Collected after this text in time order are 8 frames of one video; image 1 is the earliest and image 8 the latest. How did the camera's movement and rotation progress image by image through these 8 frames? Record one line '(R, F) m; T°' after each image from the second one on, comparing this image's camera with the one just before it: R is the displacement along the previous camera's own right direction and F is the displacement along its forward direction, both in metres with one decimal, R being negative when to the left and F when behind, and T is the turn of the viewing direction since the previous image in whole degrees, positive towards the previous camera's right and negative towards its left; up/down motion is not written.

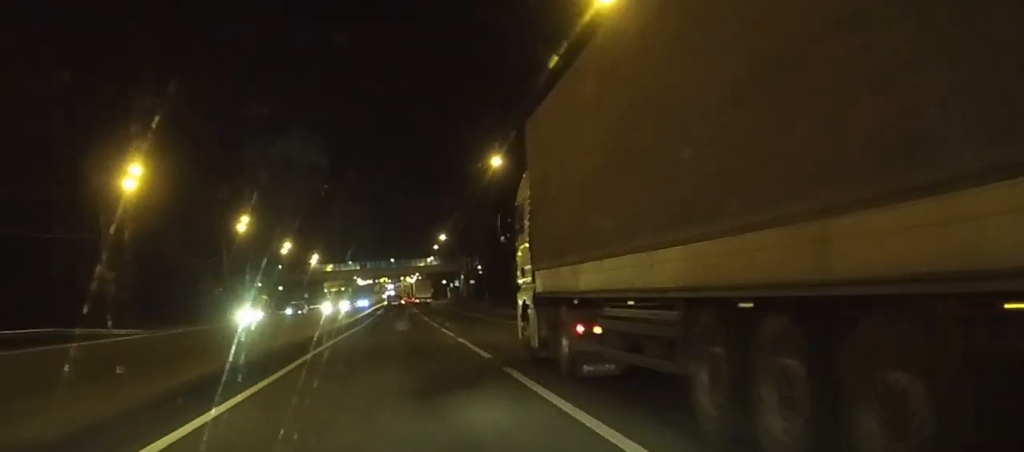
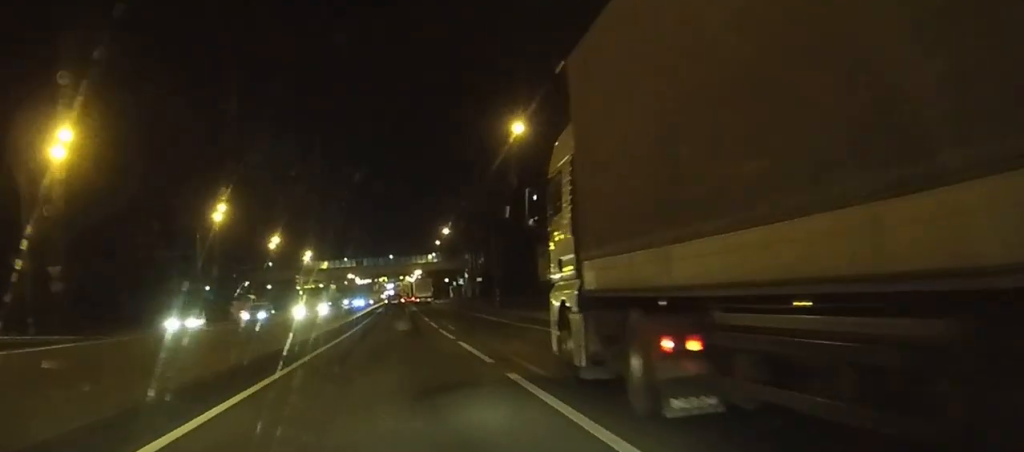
(0.0, +12.6) m; 0°
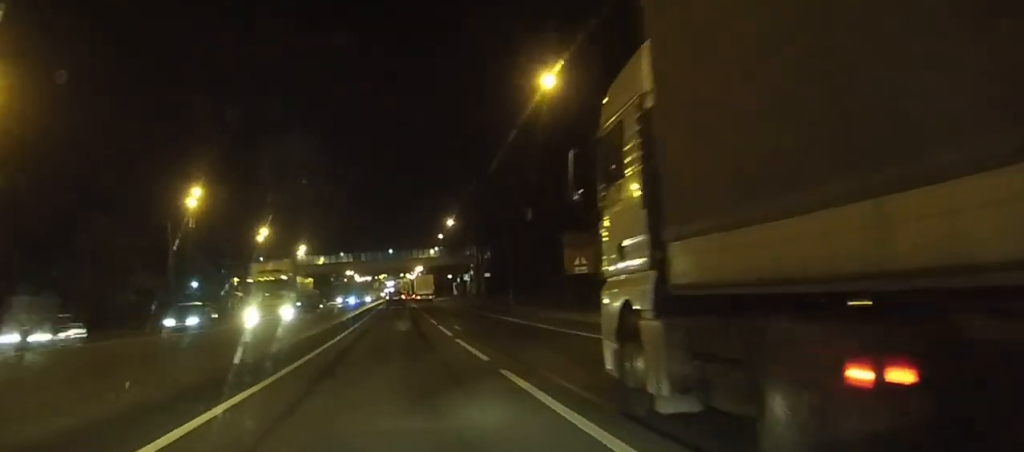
(0.0, +11.0) m; 0°
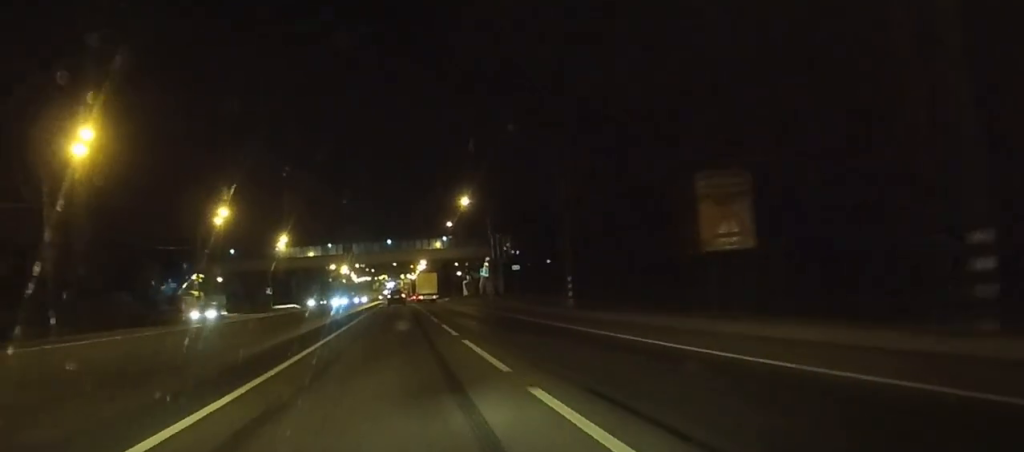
(0.0, +27.1) m; 0°
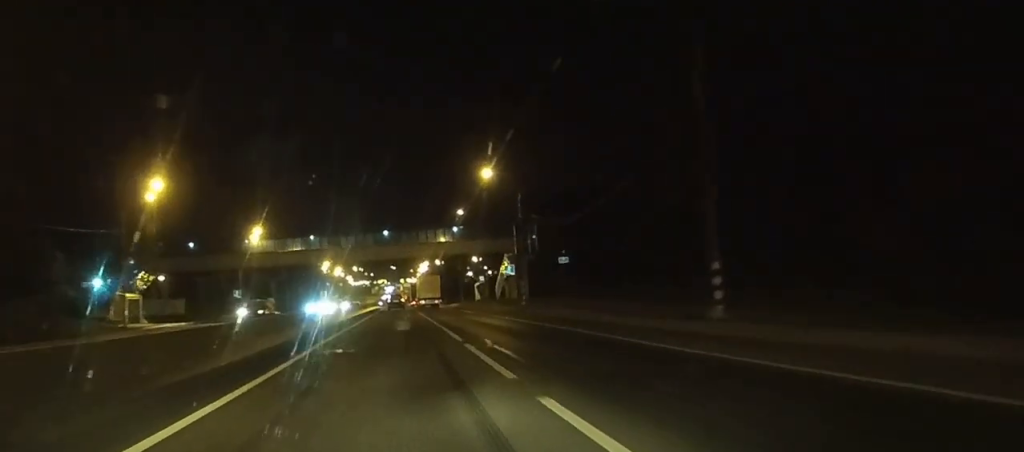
(0.0, +24.4) m; 0°
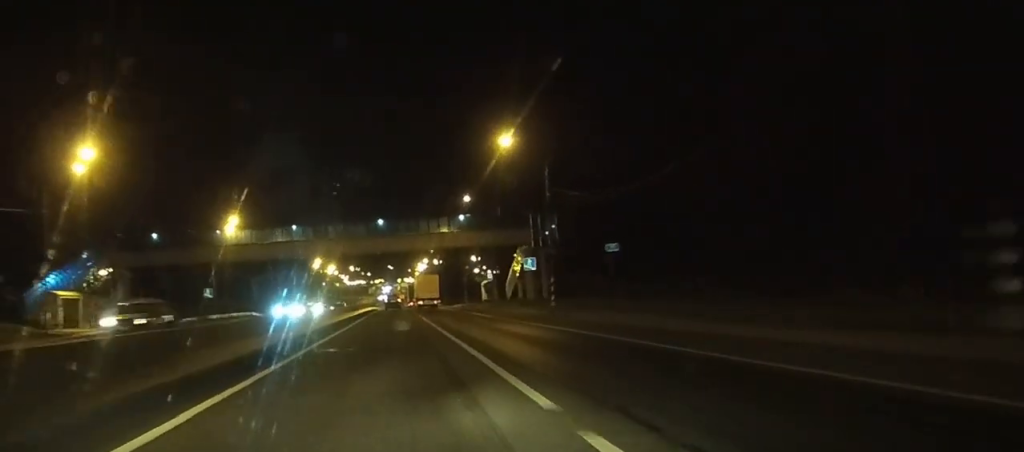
(0.0, +14.4) m; 0°
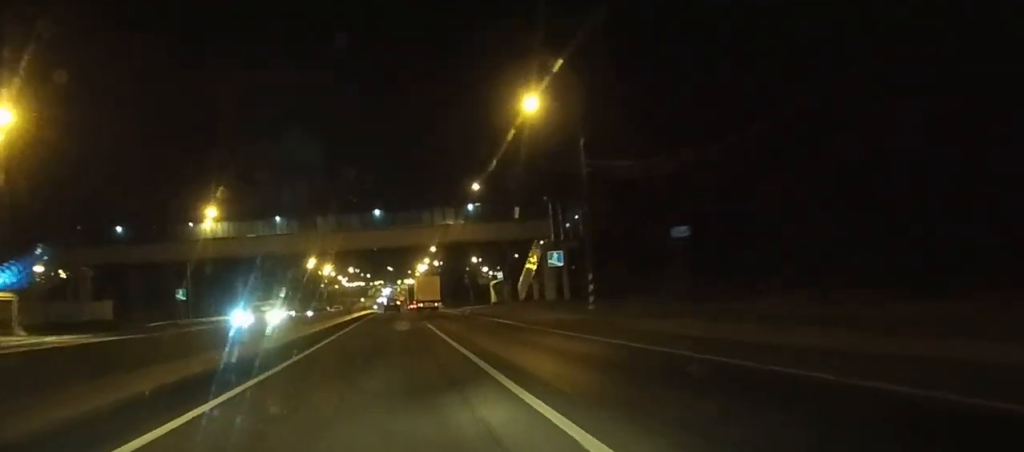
(0.0, +11.2) m; 0°
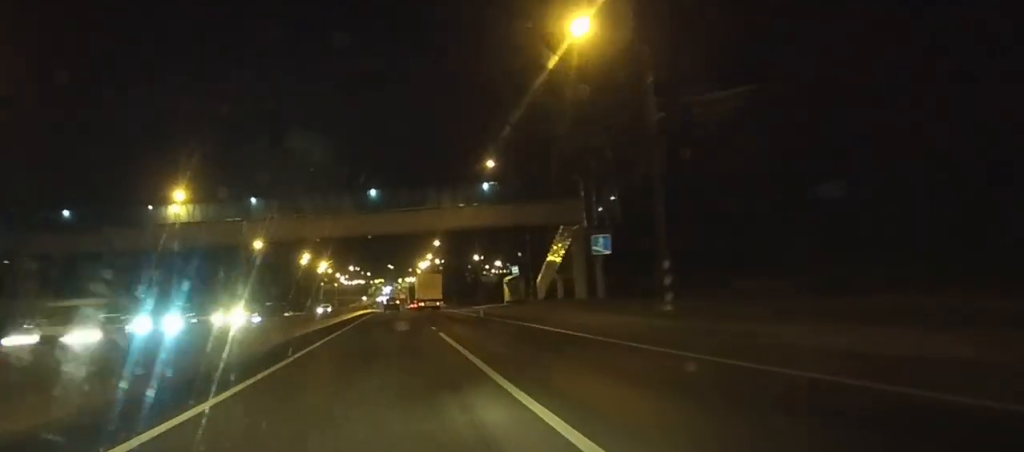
(0.0, +12.7) m; 0°
